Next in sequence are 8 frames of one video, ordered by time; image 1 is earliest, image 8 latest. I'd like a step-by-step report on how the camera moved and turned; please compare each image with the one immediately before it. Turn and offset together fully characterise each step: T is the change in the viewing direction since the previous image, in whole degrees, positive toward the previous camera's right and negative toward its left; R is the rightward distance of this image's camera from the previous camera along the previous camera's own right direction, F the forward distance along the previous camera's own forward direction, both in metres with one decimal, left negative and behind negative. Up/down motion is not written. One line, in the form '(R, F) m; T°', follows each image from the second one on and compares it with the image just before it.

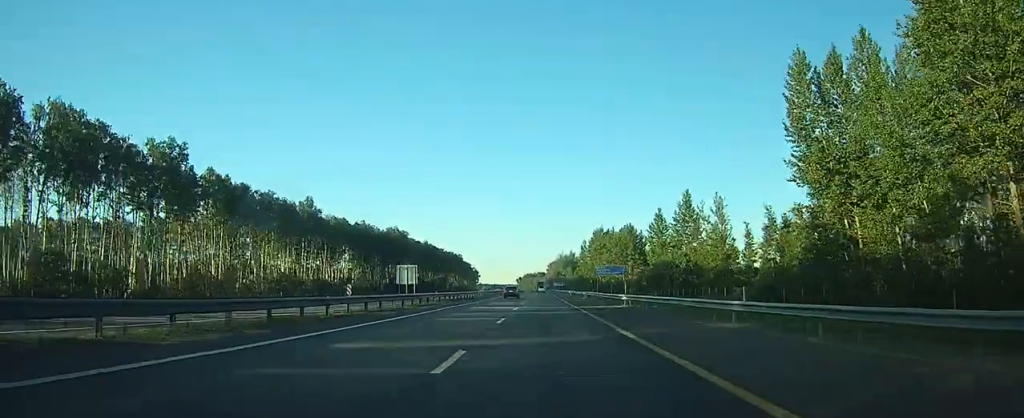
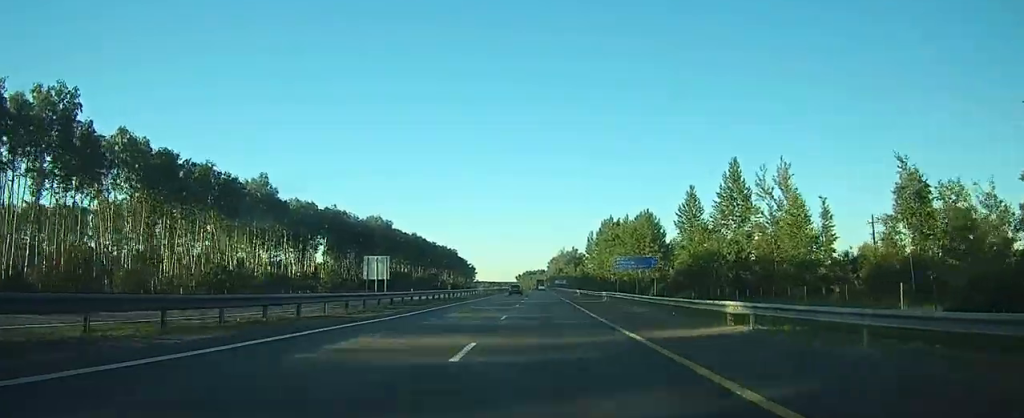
(0.0, +22.7) m; 0°
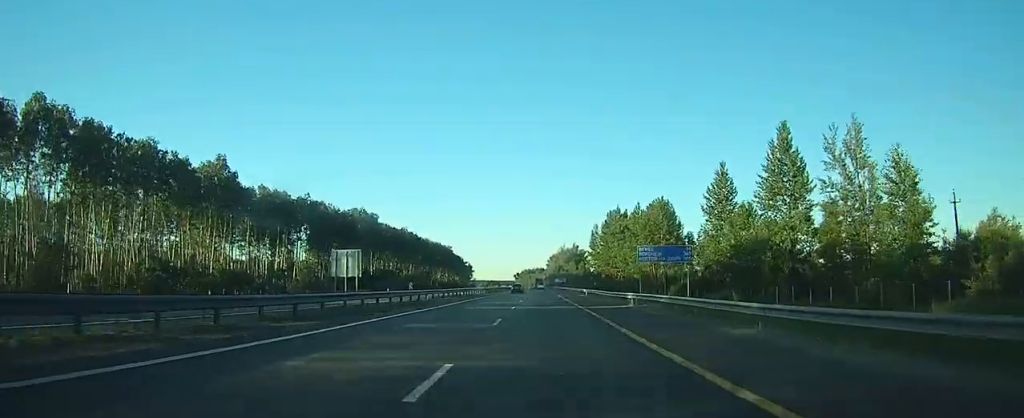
(0.0, +15.1) m; 0°
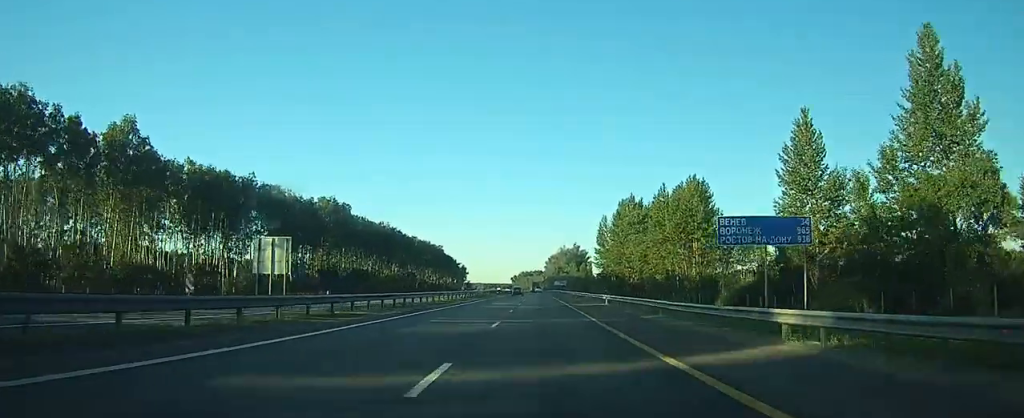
(0.0, +23.6) m; 0°
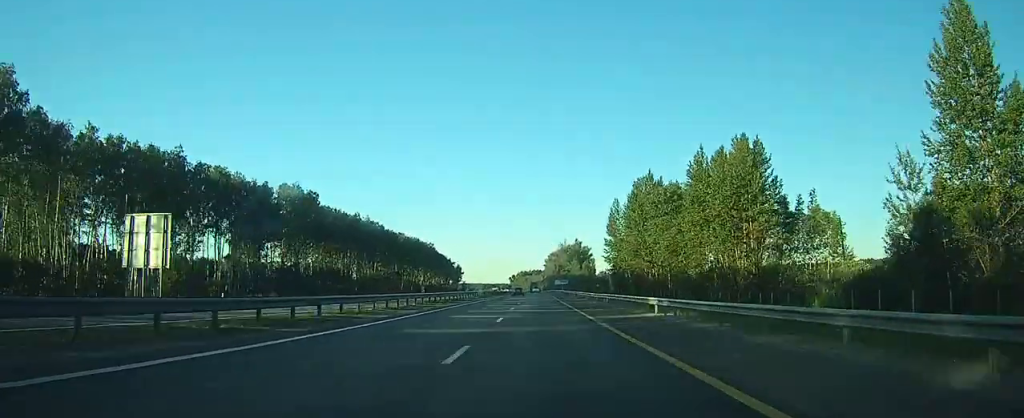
(+0.1, +21.1) m; 0°
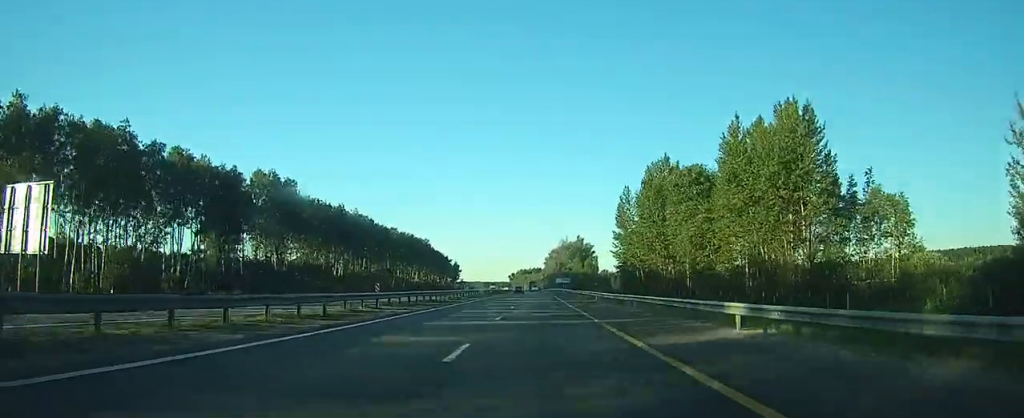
(+0.1, +11.8) m; 0°
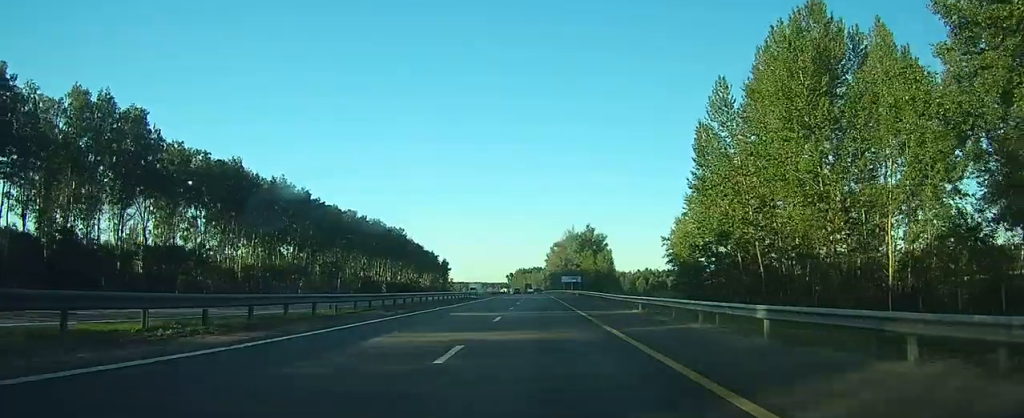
(+0.1, +48.3) m; 0°
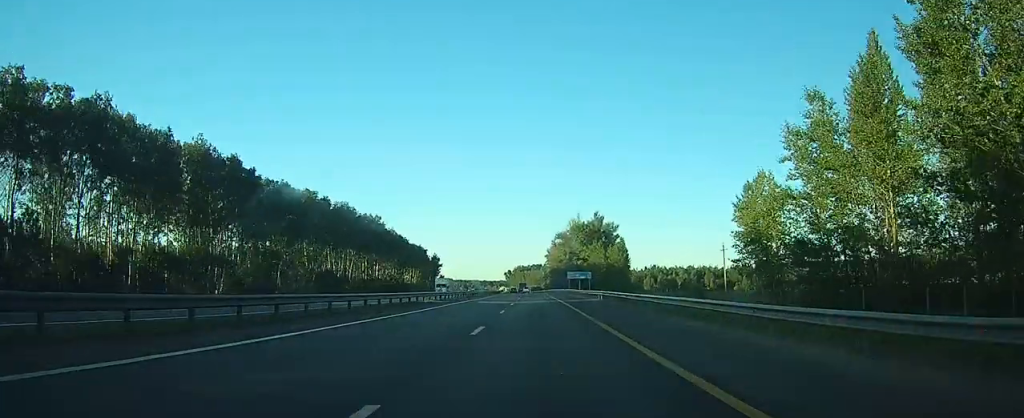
(0.0, +30.5) m; 0°
